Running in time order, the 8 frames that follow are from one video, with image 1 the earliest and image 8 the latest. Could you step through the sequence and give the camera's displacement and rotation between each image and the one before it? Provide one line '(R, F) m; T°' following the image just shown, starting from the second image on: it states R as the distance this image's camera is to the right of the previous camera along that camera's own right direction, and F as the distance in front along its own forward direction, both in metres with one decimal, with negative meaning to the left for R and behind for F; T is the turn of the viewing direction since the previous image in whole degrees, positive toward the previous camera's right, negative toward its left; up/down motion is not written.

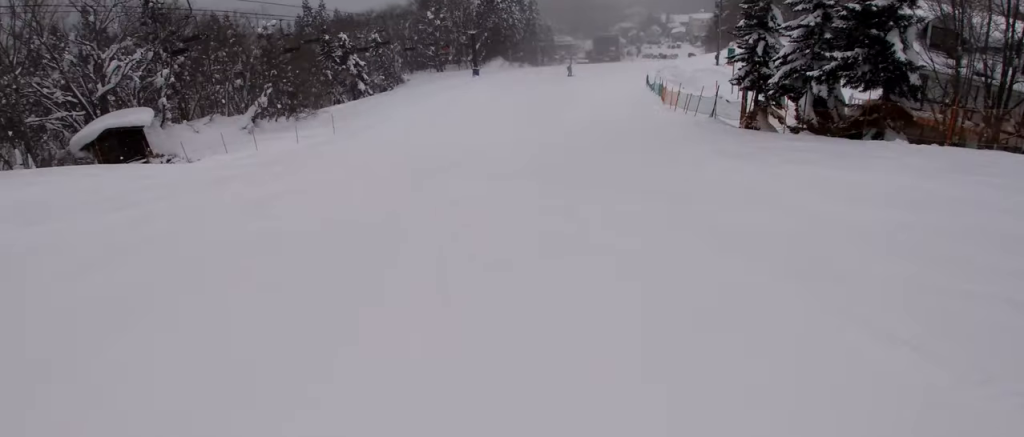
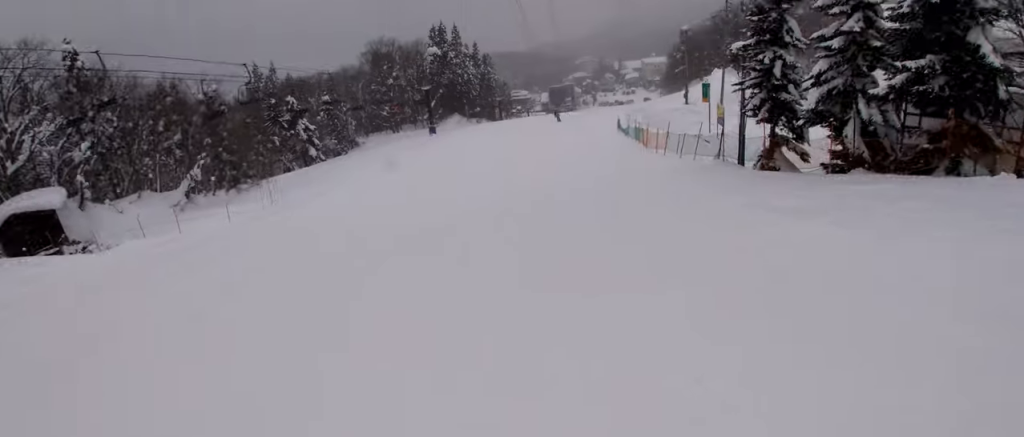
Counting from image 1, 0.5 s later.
(+0.6, +5.8) m; +4°
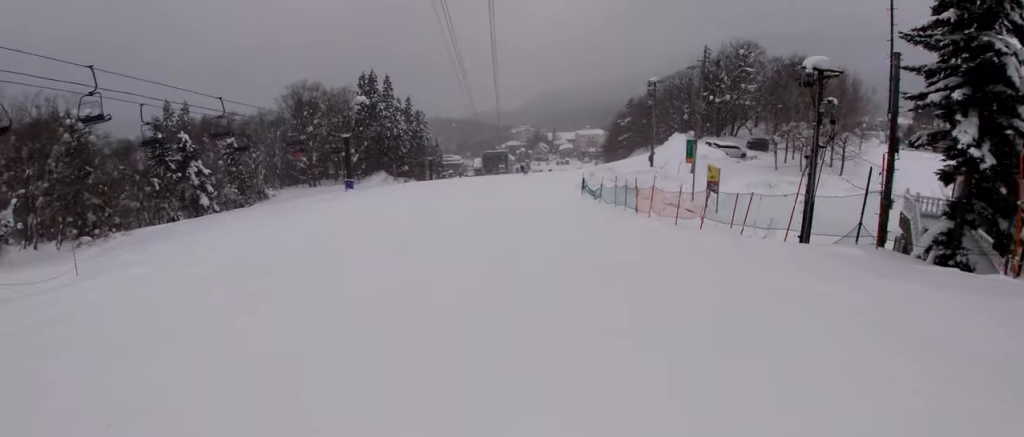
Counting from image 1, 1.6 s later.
(+0.4, +12.5) m; -3°
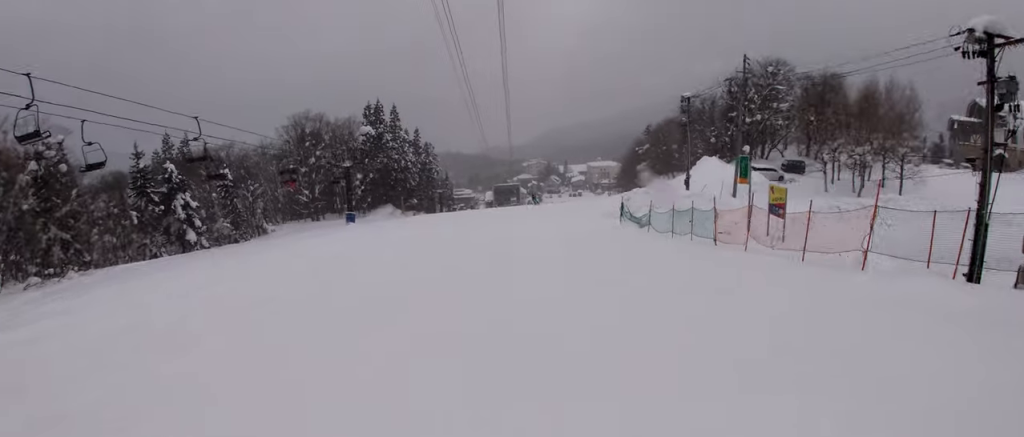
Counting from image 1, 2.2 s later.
(-0.4, +6.5) m; -4°
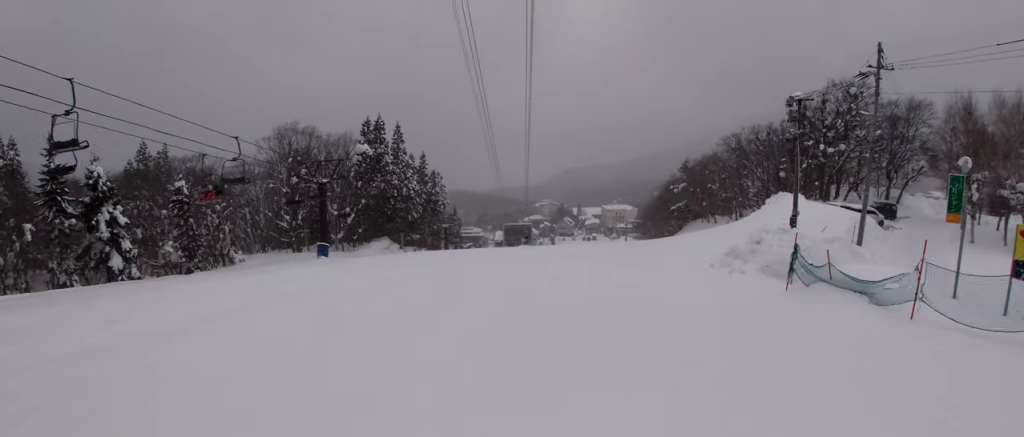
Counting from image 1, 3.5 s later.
(+0.7, +14.7) m; +12°
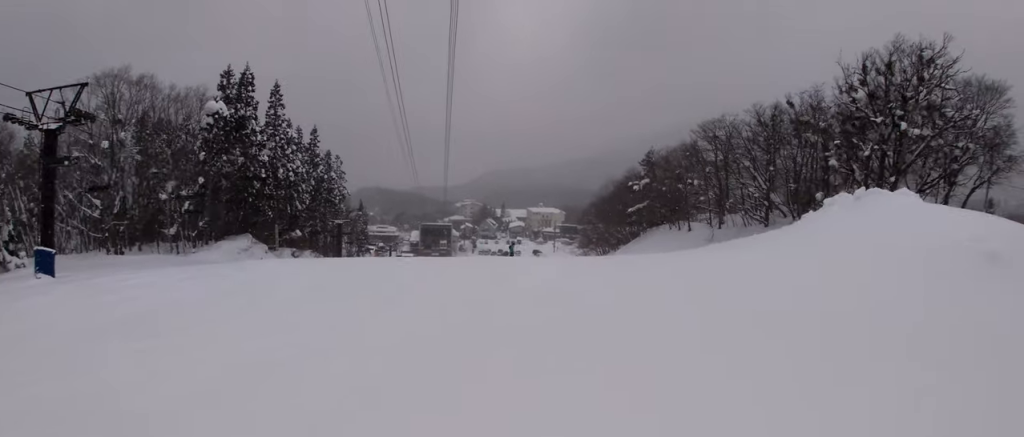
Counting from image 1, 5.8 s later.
(+4.2, +22.6) m; +7°
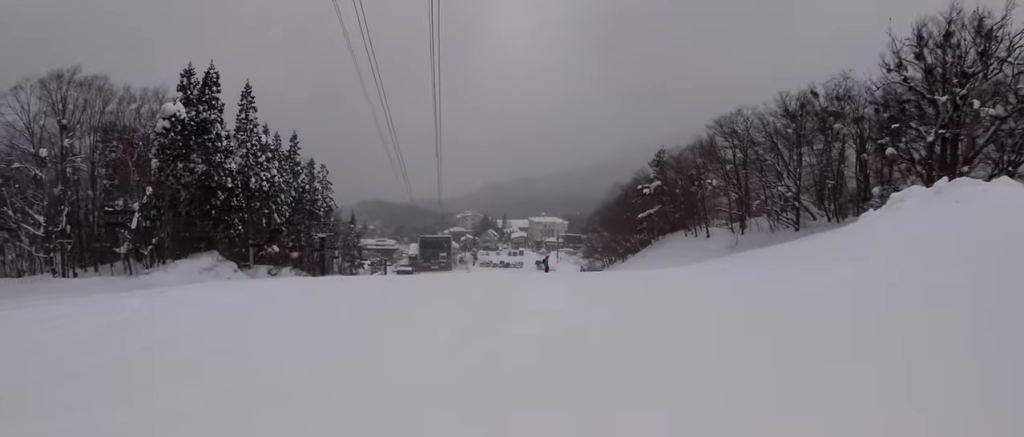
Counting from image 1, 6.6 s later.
(-0.5, +7.4) m; -4°
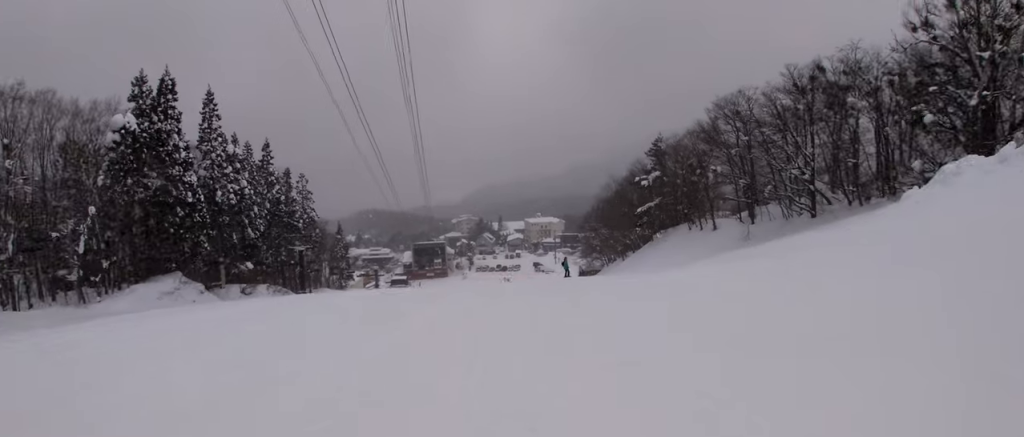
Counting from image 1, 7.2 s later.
(0.0, +5.2) m; 0°
